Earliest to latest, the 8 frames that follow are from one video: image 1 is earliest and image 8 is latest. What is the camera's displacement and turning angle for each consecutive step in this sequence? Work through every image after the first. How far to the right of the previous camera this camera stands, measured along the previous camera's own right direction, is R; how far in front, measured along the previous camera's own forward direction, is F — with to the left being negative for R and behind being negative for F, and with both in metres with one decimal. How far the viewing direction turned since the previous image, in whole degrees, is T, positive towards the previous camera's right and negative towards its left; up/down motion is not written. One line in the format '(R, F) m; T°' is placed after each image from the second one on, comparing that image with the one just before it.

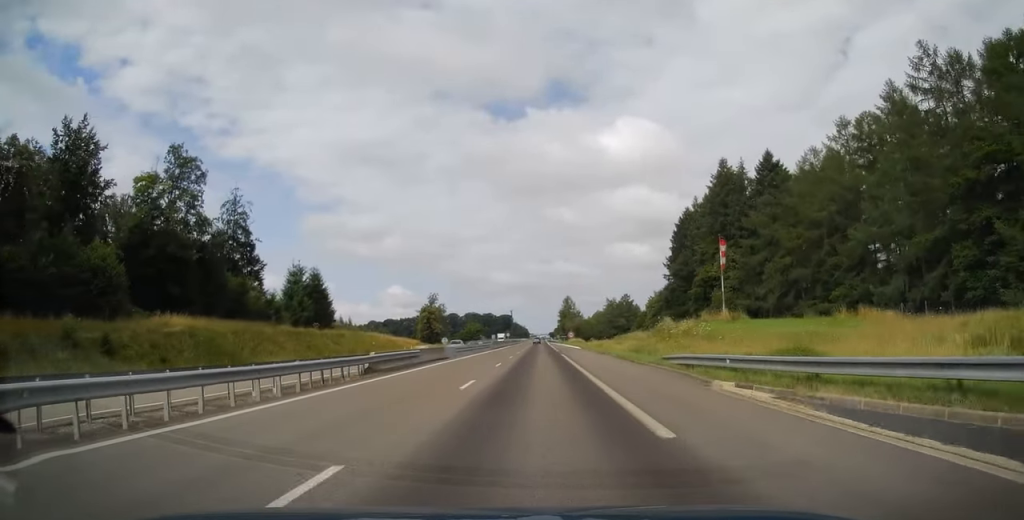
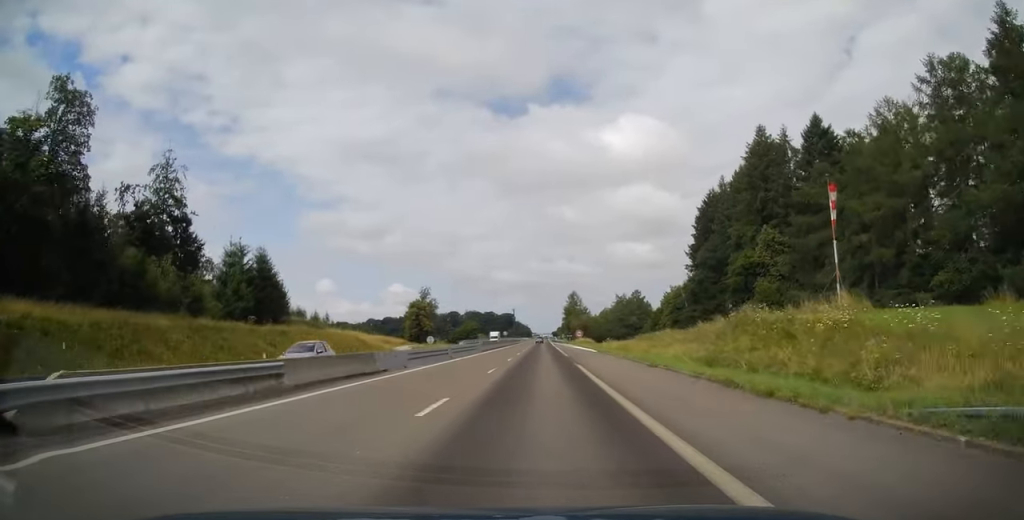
(-0.2, +18.5) m; -1°
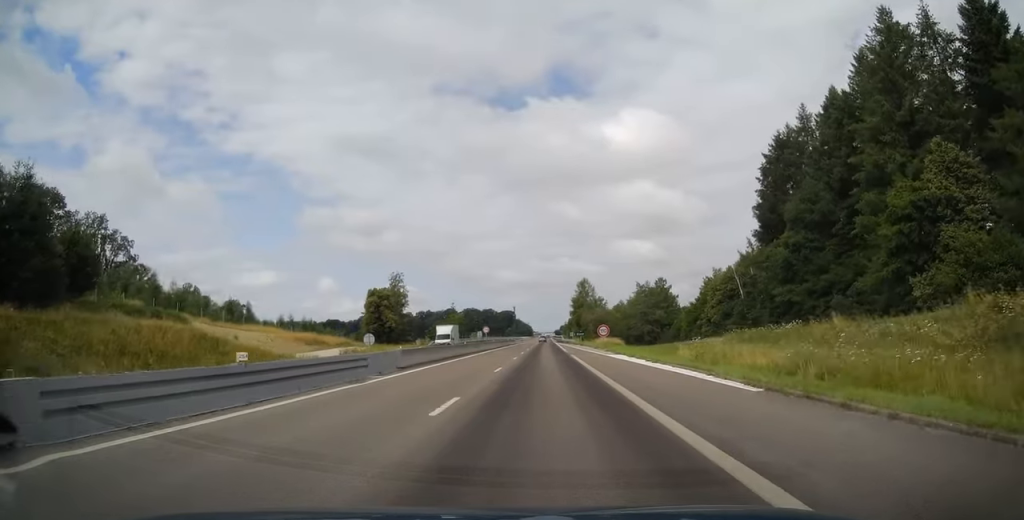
(-0.2, +38.5) m; 0°
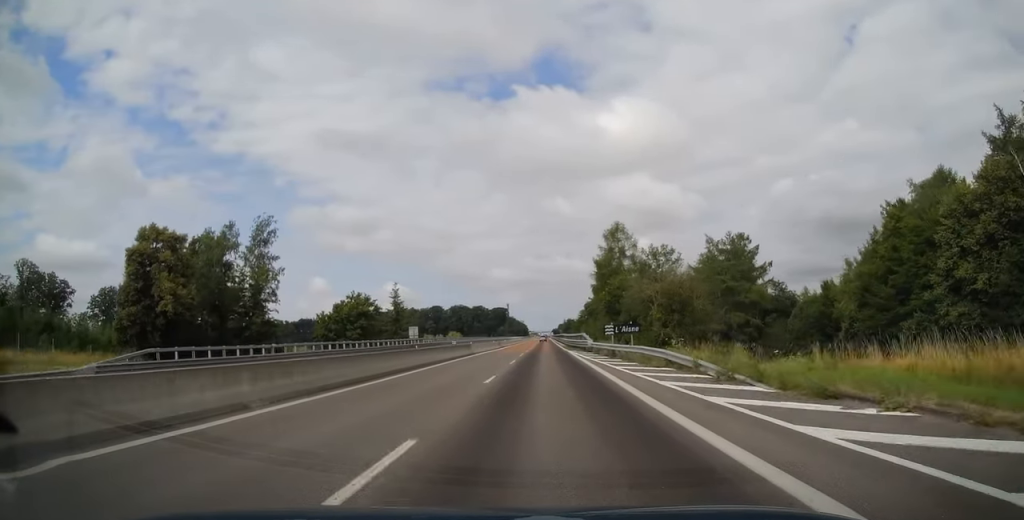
(+0.6, +69.7) m; +1°
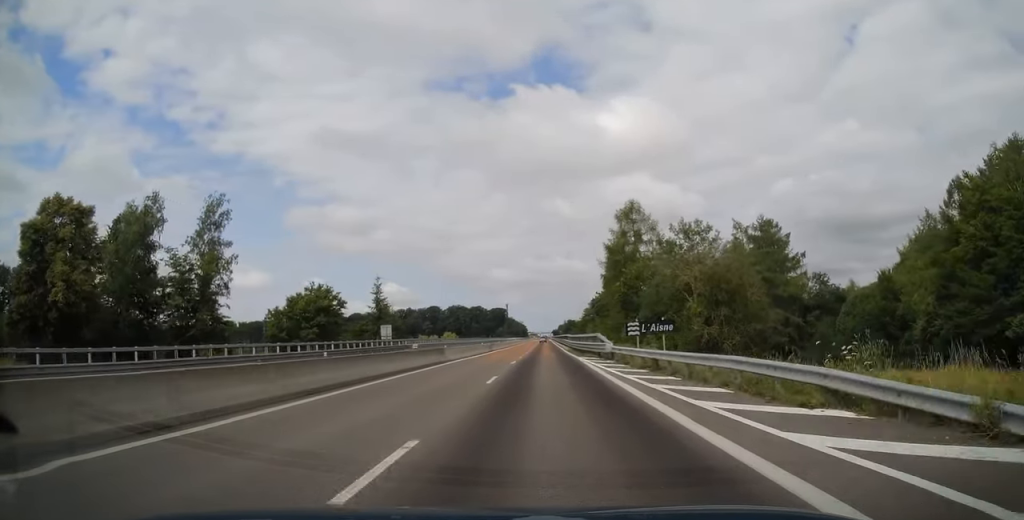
(0.0, +12.7) m; 0°
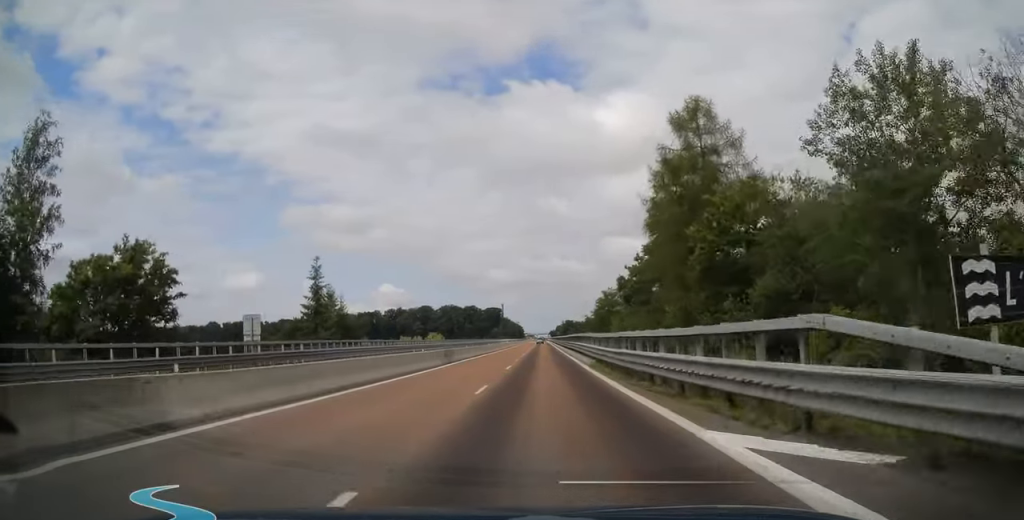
(0.0, +28.3) m; 0°
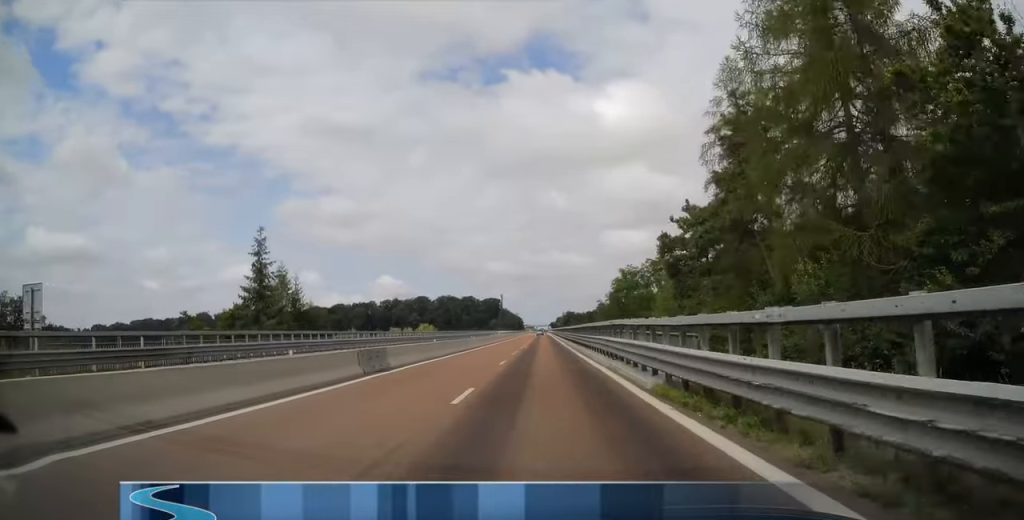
(0.0, +16.6) m; 0°
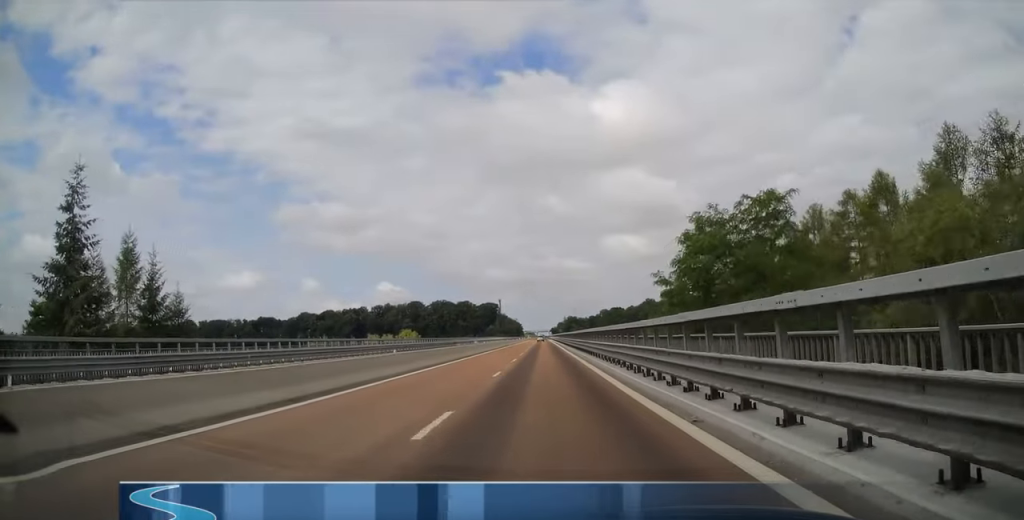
(0.0, +28.8) m; 0°
